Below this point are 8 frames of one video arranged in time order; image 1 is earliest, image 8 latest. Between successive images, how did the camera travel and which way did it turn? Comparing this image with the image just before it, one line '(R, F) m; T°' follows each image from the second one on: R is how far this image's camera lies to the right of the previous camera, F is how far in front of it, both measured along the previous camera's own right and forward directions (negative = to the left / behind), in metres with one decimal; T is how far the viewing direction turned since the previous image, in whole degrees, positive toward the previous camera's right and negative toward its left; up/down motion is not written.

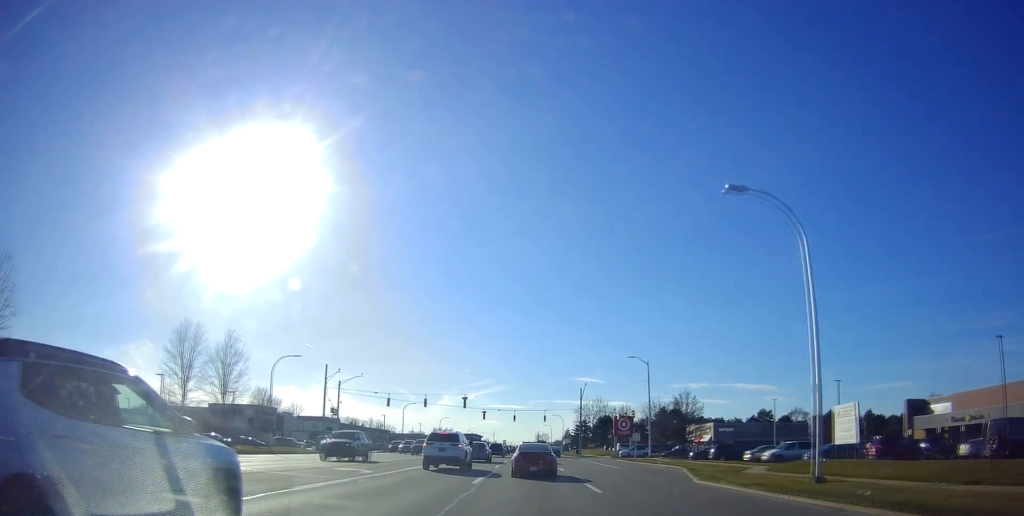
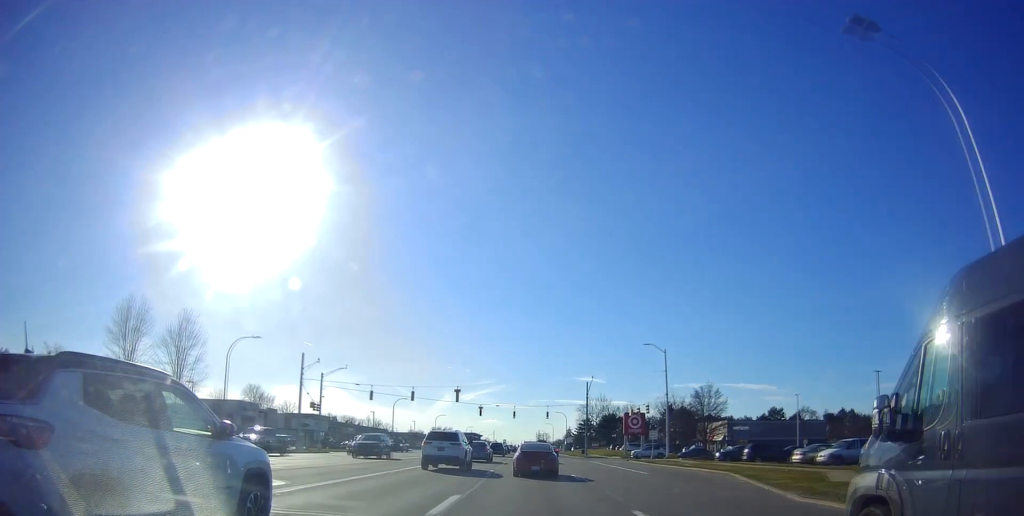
(-0.1, +7.0) m; 0°
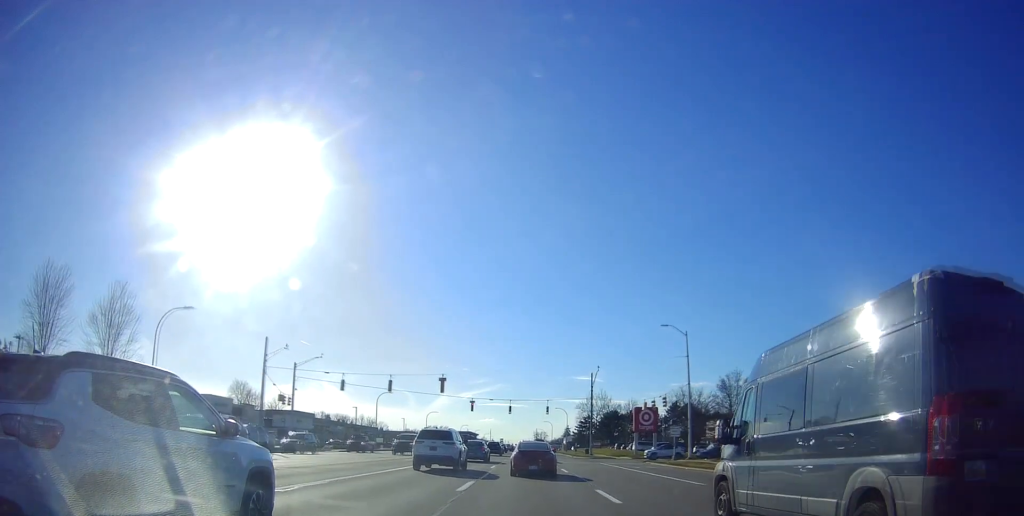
(0.0, +7.0) m; +2°
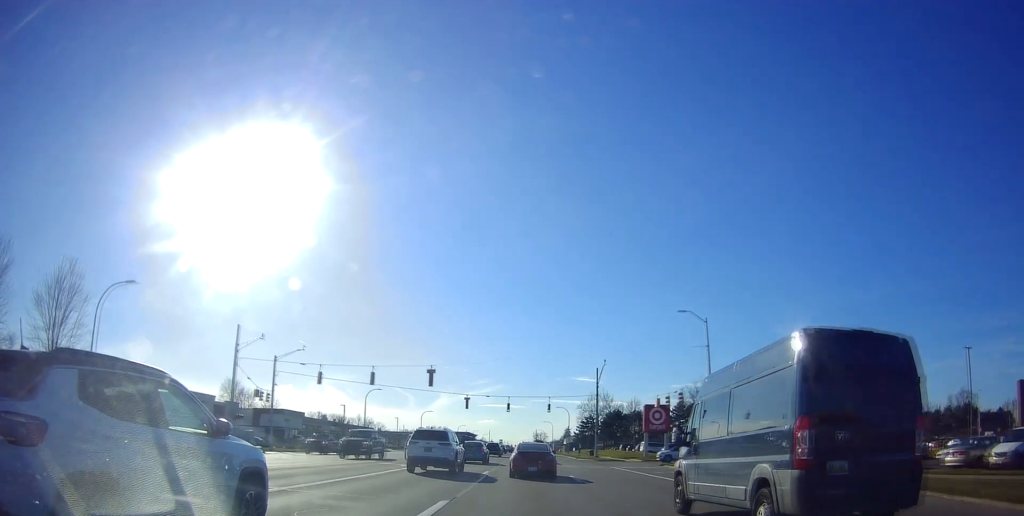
(+0.1, +4.7) m; +1°
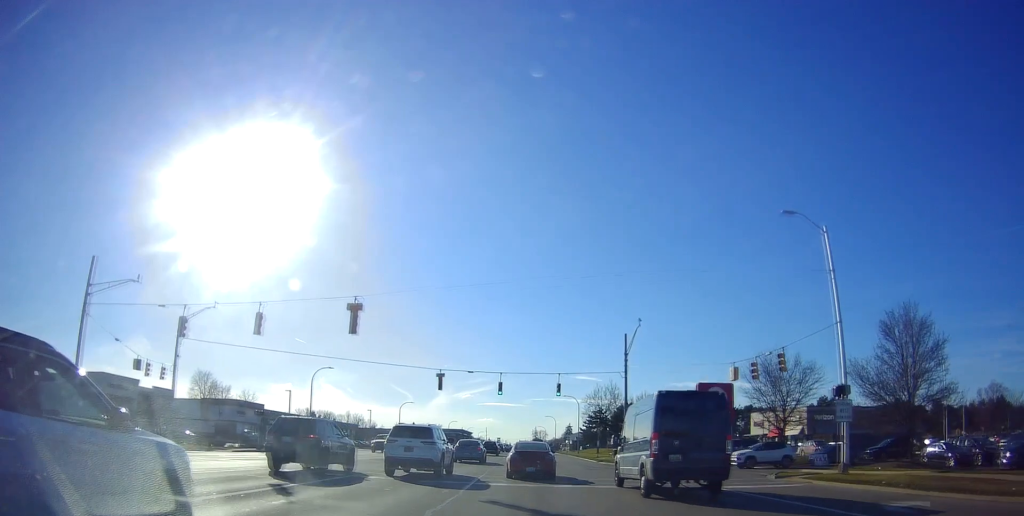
(-0.3, +18.5) m; -2°
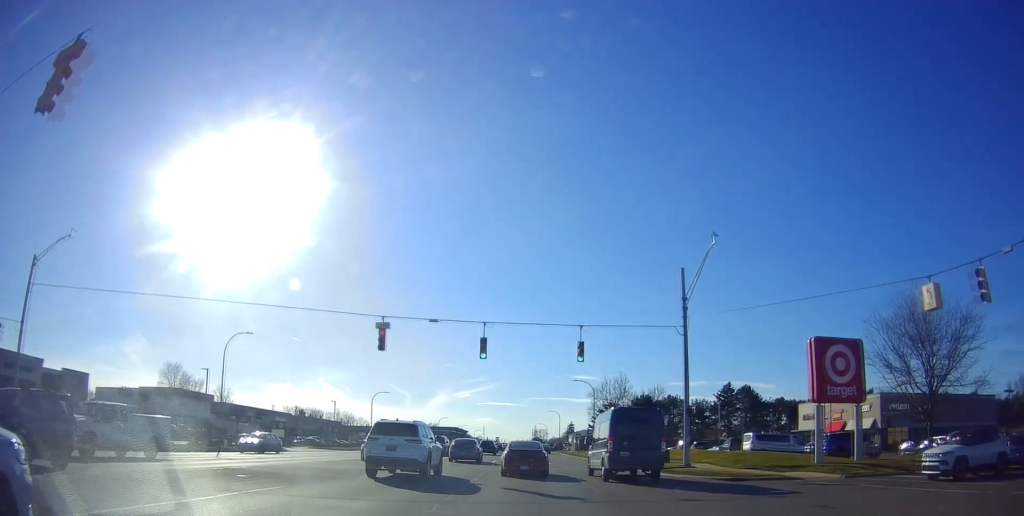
(+0.4, +19.9) m; +2°
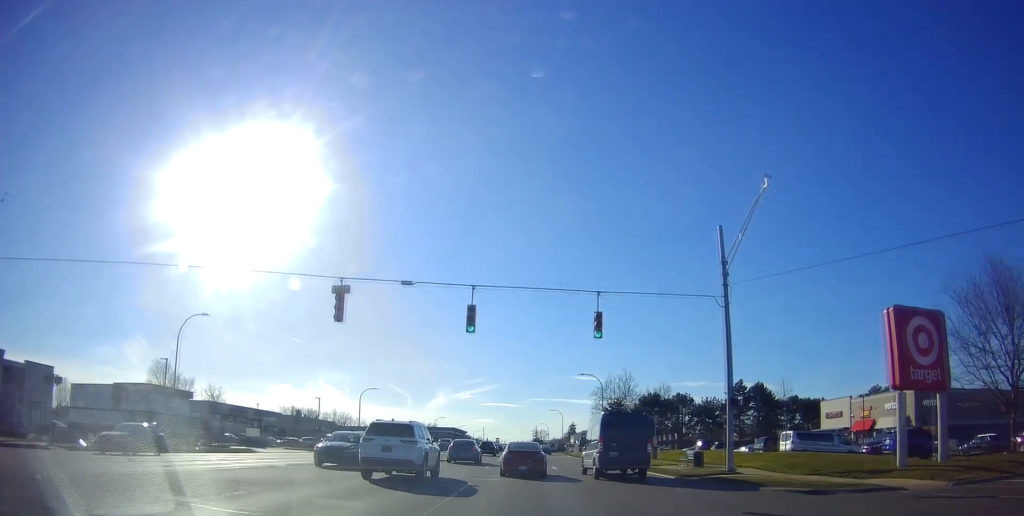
(0.0, +7.3) m; -1°
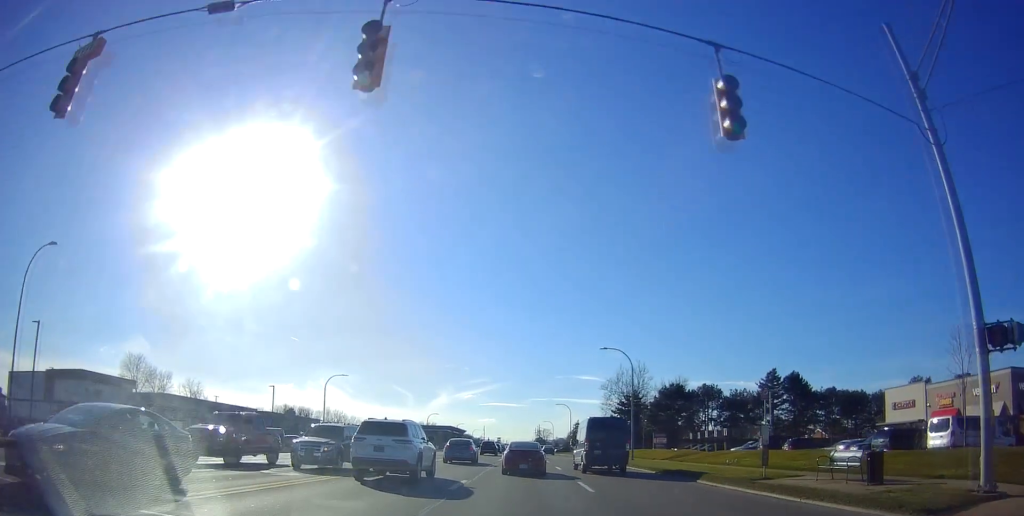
(-0.4, +17.0) m; -1°
